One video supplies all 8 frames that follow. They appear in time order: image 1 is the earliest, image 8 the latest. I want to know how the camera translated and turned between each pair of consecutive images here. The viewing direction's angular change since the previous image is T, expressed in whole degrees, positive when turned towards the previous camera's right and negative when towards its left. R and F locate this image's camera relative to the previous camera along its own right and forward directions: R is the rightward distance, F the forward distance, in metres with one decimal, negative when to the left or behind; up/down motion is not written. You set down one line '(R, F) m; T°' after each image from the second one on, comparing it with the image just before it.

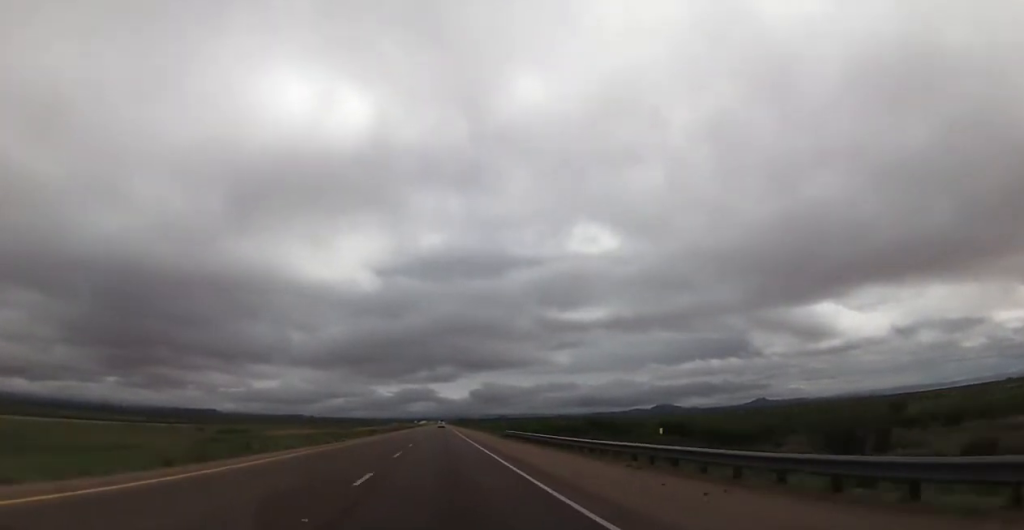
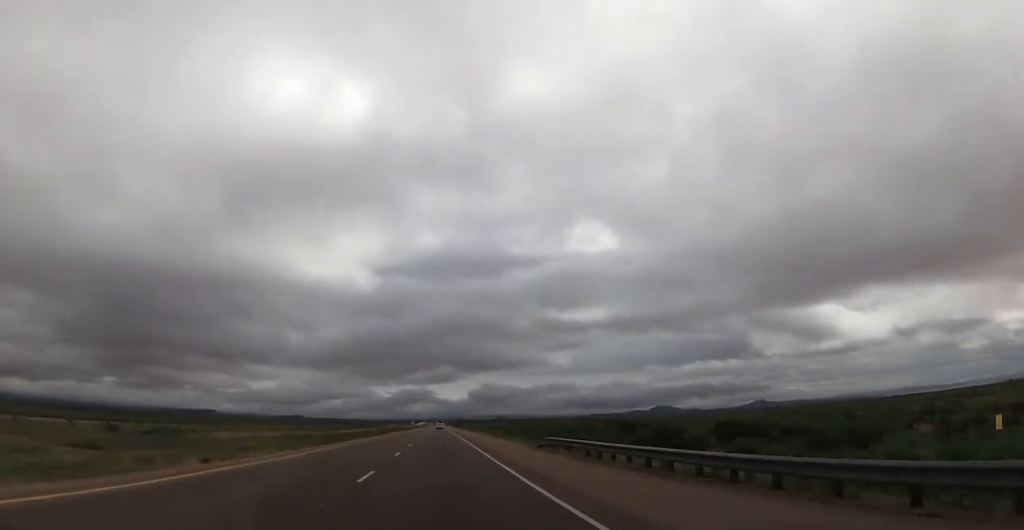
(0.0, +23.0) m; 0°
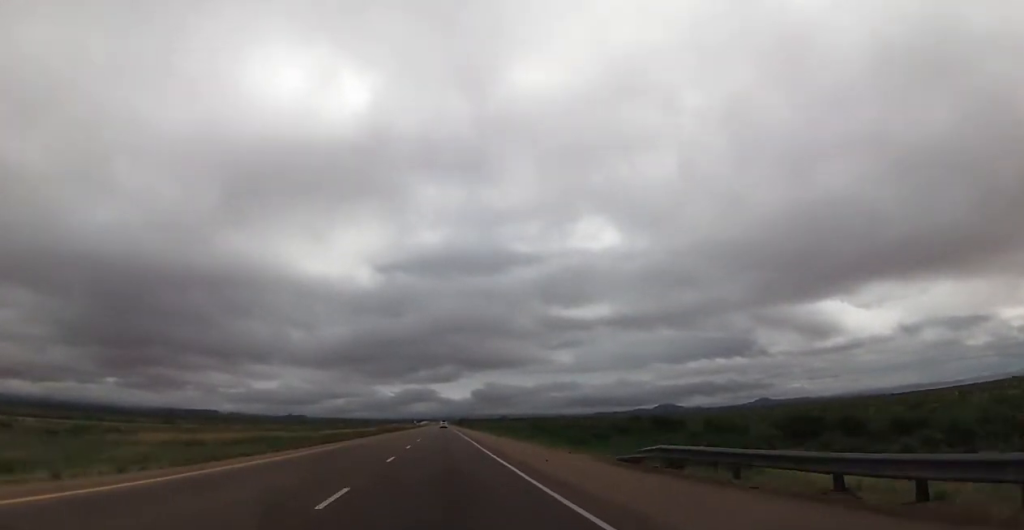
(0.0, +17.3) m; 0°
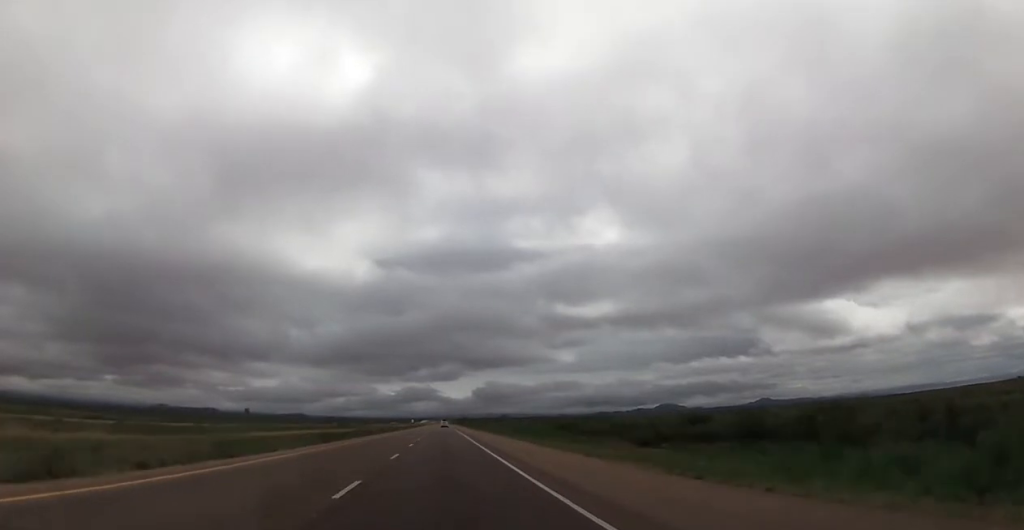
(0.0, +47.3) m; 0°
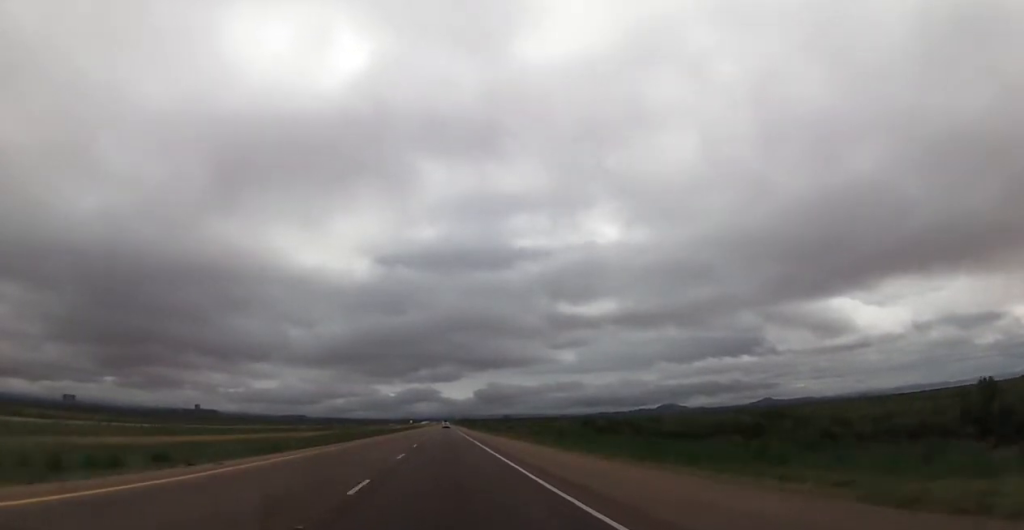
(0.0, +35.5) m; 0°
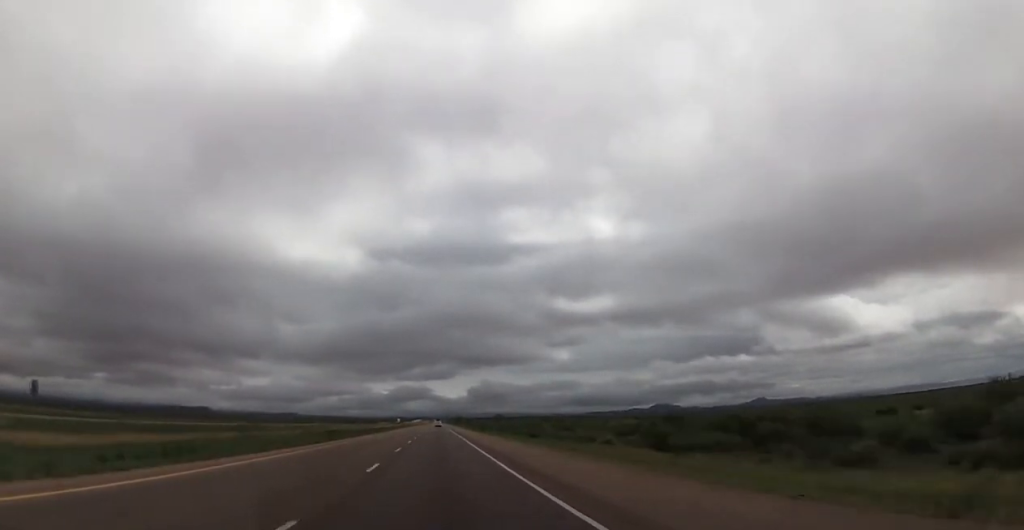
(0.0, +55.1) m; 0°
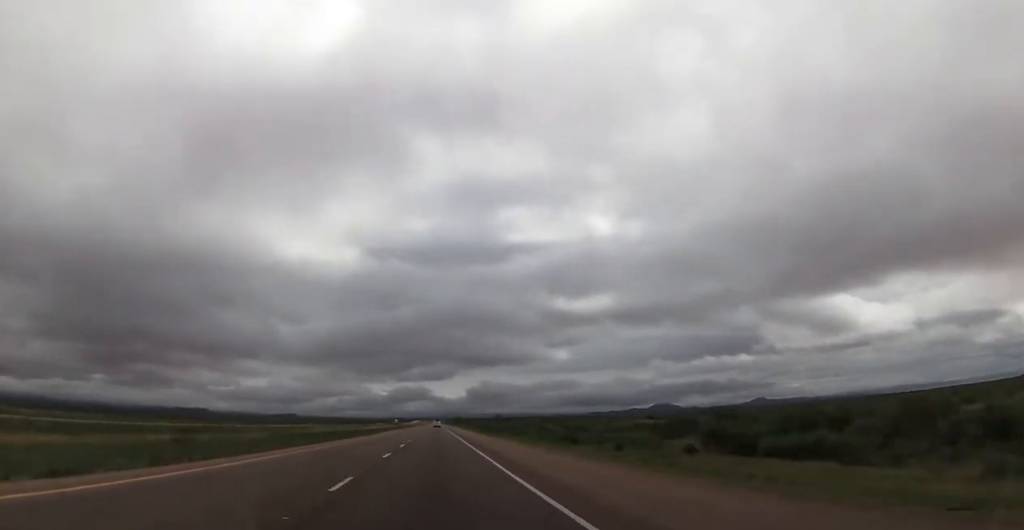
(-0.1, +17.2) m; 0°
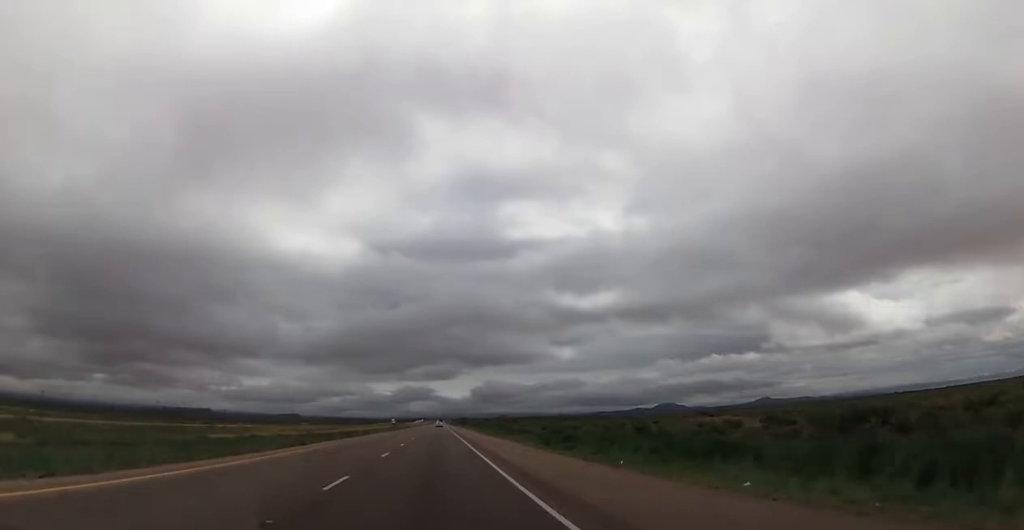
(+0.5, +48.3) m; 0°
